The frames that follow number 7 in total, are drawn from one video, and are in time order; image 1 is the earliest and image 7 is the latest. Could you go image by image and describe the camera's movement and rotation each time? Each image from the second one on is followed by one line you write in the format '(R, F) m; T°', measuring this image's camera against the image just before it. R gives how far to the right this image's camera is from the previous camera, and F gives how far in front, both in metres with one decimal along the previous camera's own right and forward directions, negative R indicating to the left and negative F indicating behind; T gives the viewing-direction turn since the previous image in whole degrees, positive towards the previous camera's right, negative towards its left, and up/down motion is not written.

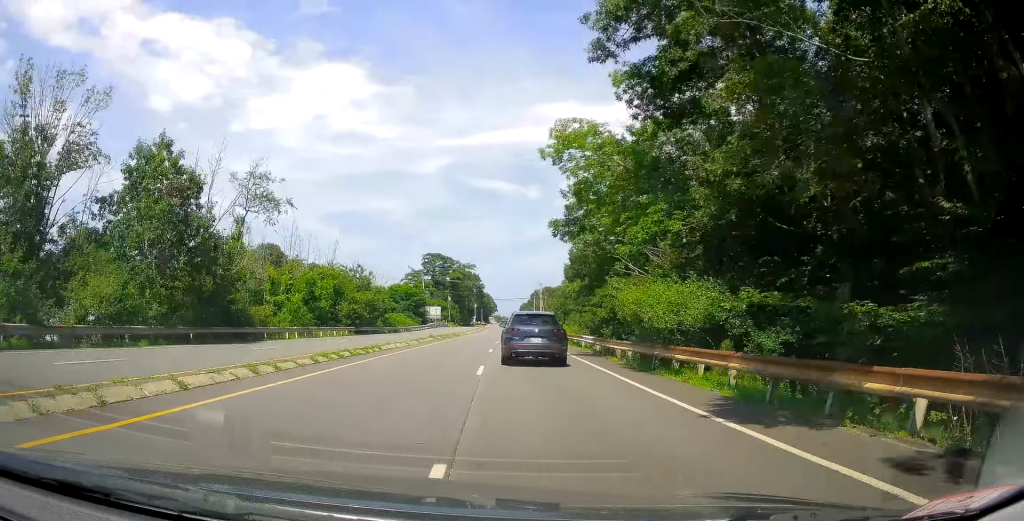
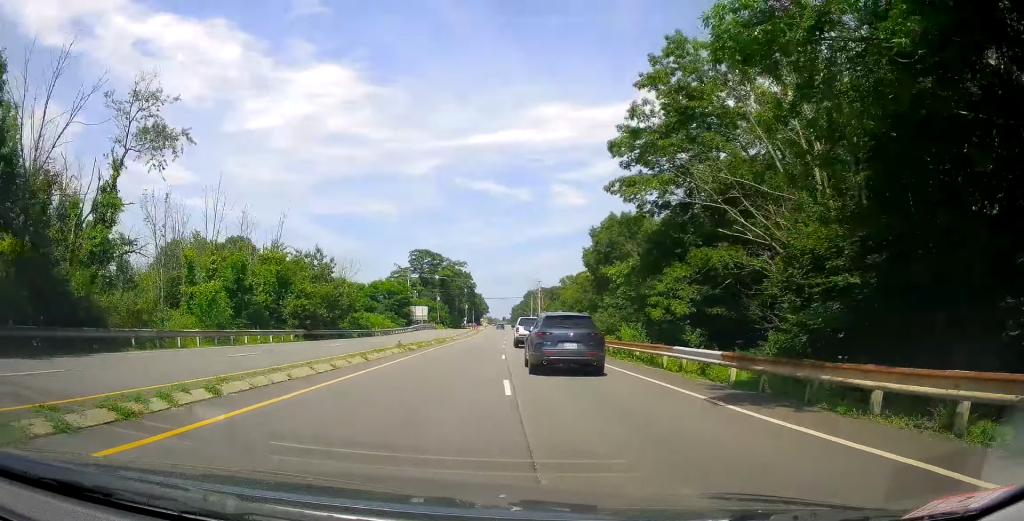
(-0.2, +14.8) m; 0°
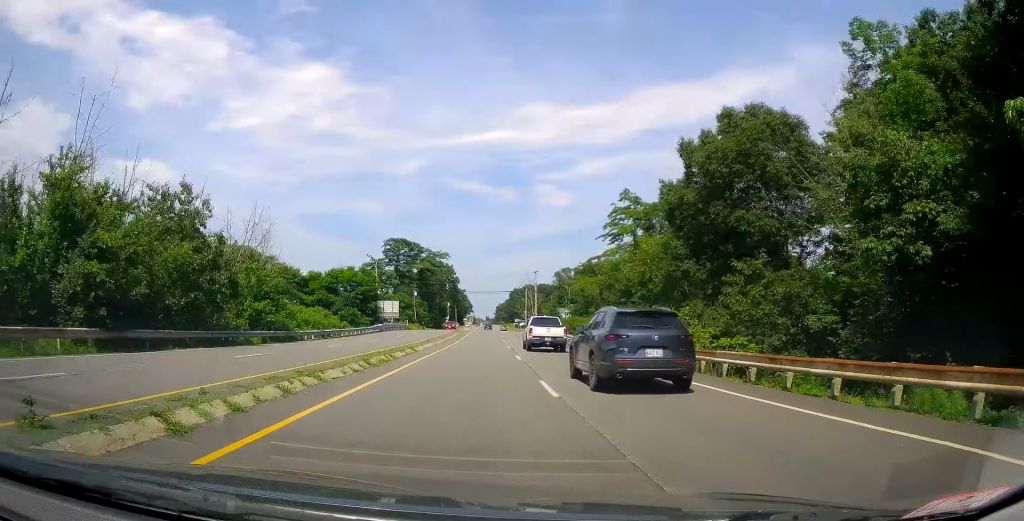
(-0.1, +23.6) m; 0°
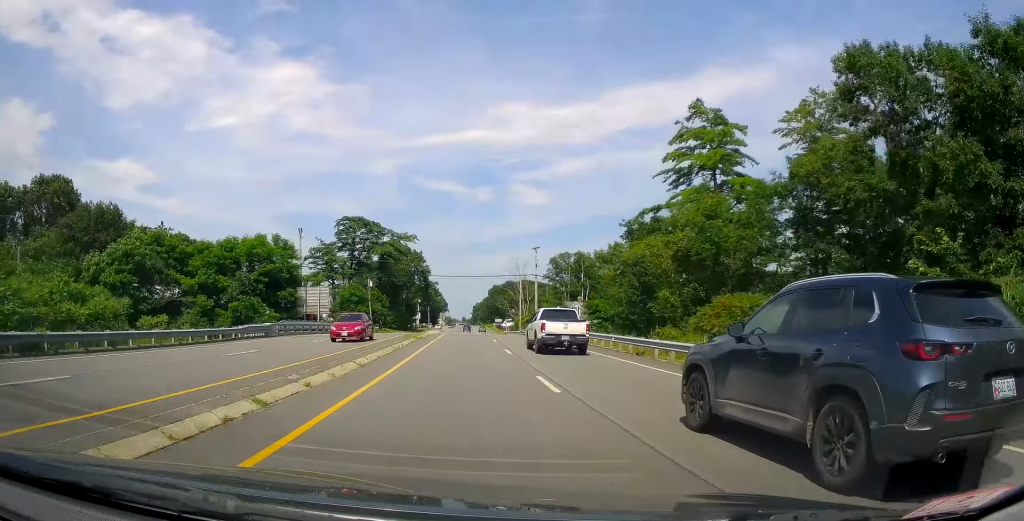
(+1.0, +34.9) m; +5°
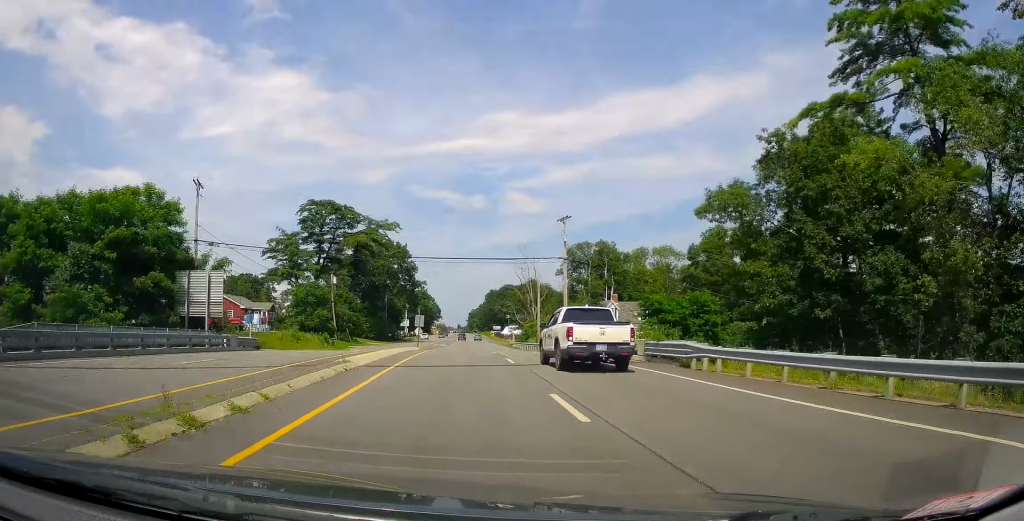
(+1.2, +26.7) m; +2°
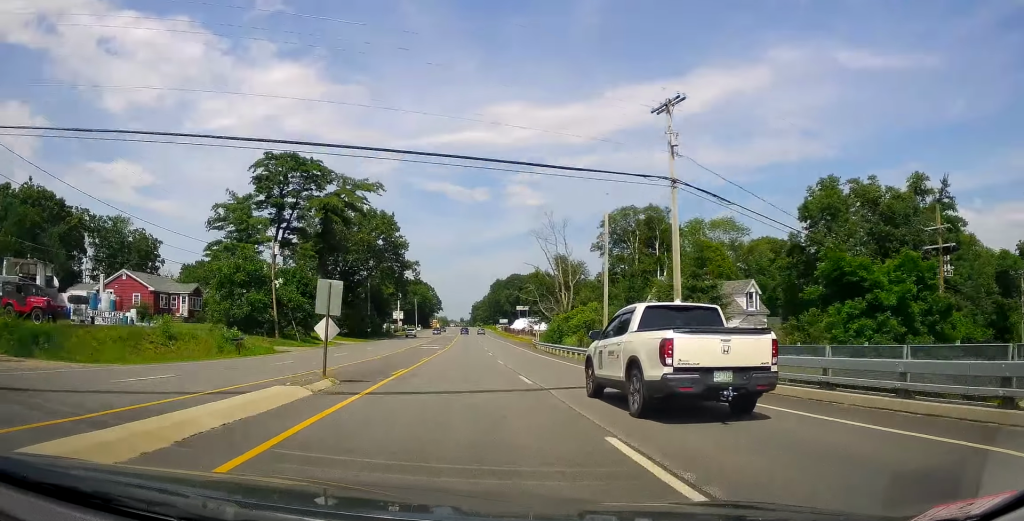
(-0.3, +27.6) m; -1°
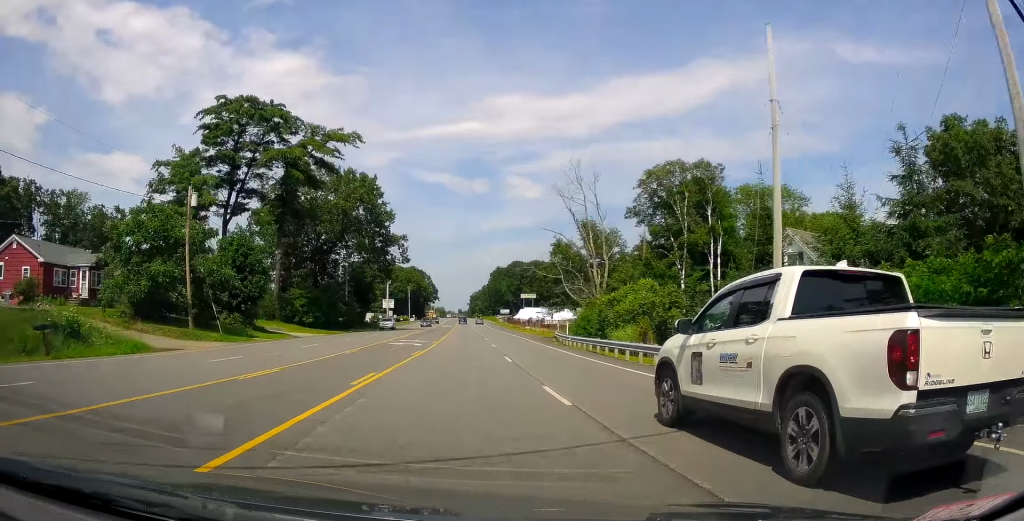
(-0.3, +18.7) m; -1°
